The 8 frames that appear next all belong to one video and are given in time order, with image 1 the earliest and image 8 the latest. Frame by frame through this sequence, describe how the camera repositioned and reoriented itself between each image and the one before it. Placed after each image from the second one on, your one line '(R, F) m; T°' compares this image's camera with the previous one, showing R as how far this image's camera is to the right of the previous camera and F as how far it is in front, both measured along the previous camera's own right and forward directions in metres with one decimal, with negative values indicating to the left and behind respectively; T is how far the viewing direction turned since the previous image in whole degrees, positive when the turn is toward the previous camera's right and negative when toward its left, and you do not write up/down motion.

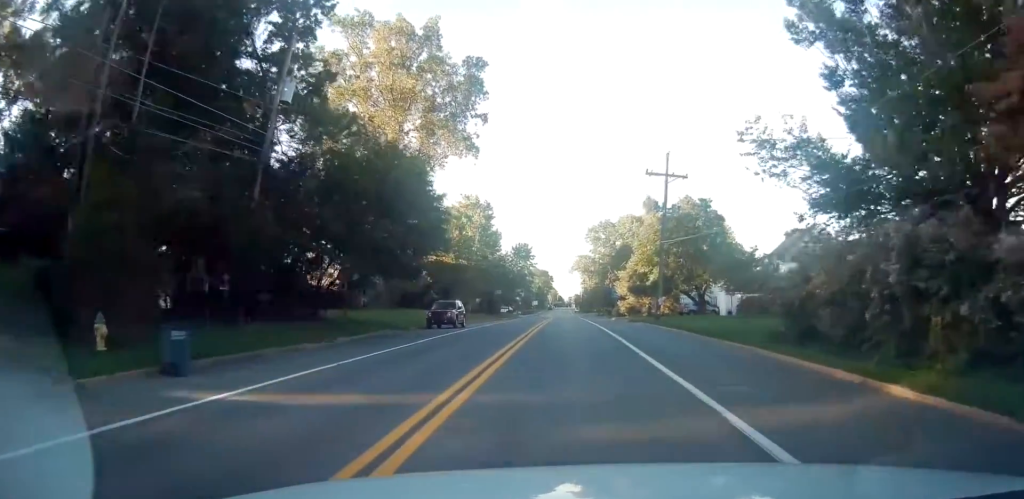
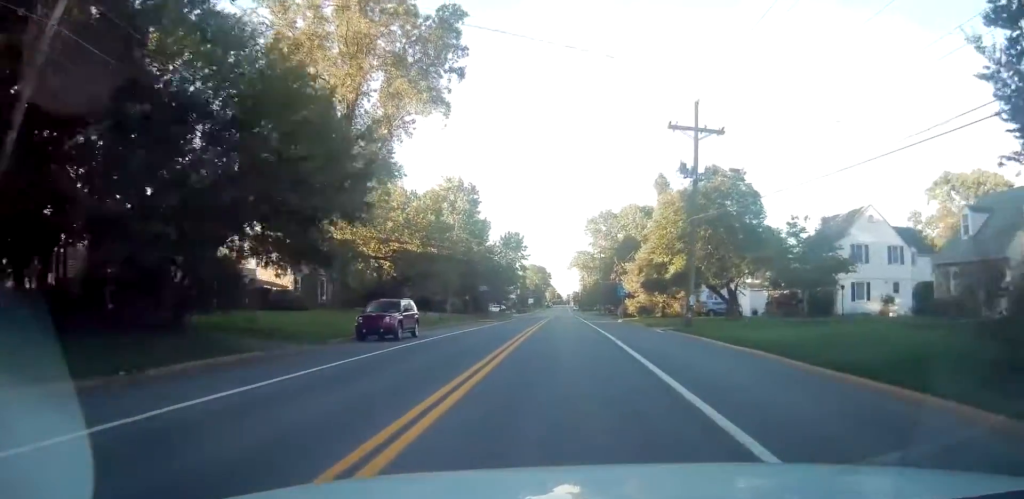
(+0.3, +11.0) m; +1°
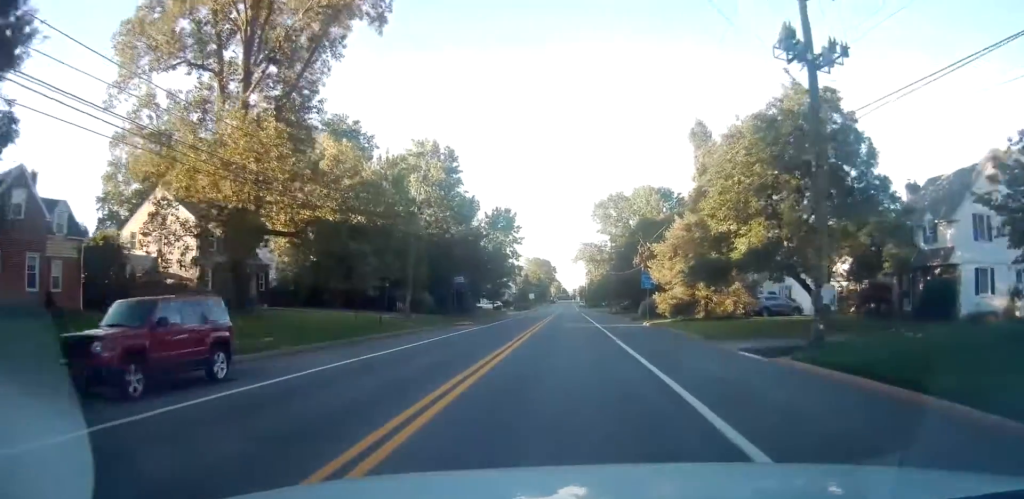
(+0.1, +16.4) m; 0°
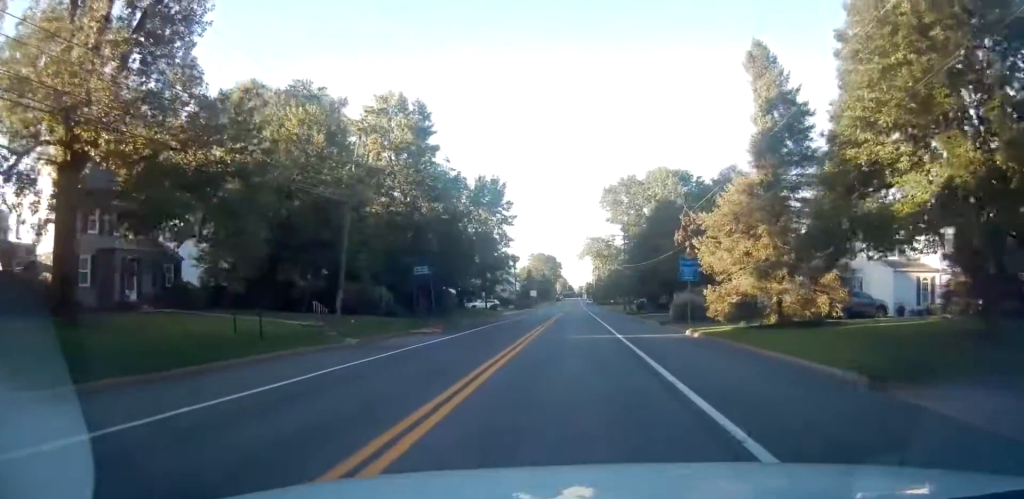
(-0.1, +13.1) m; -1°
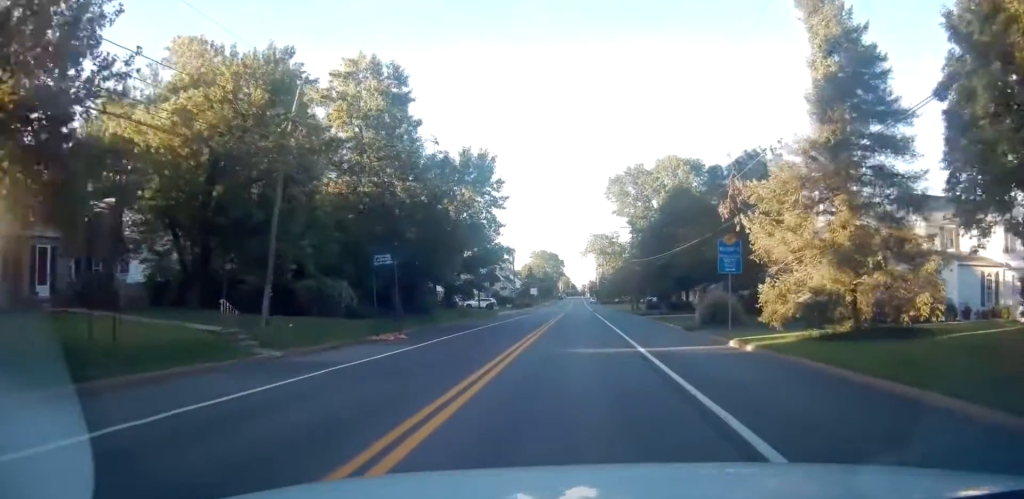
(0.0, +6.9) m; 0°
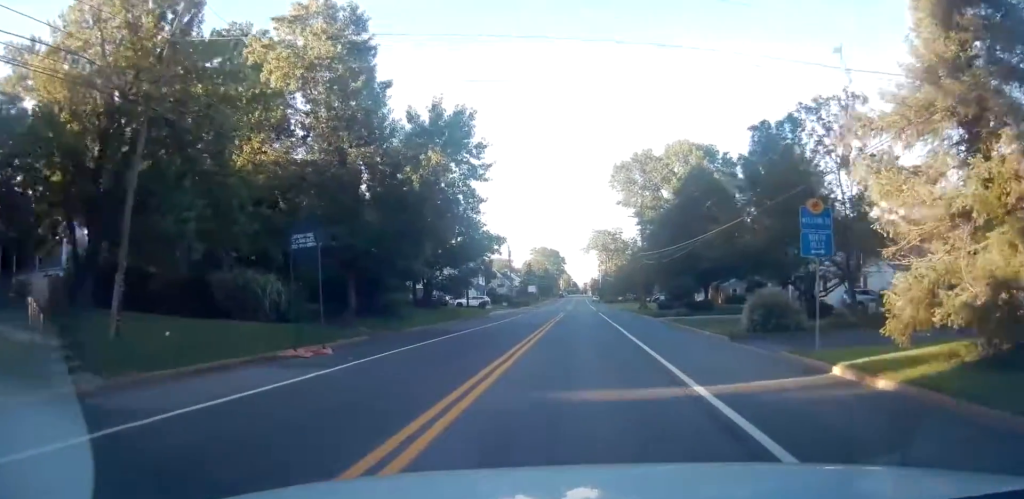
(0.0, +8.2) m; 0°
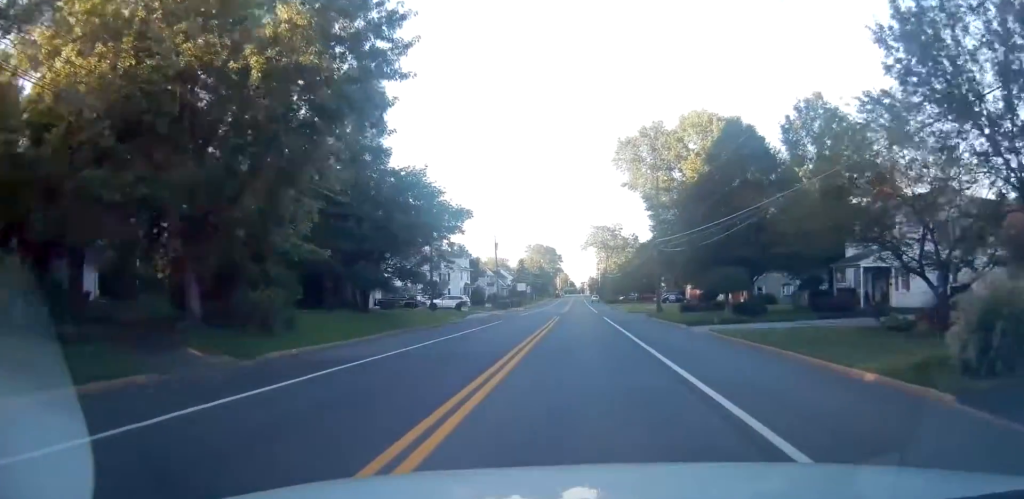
(0.0, +13.3) m; 0°
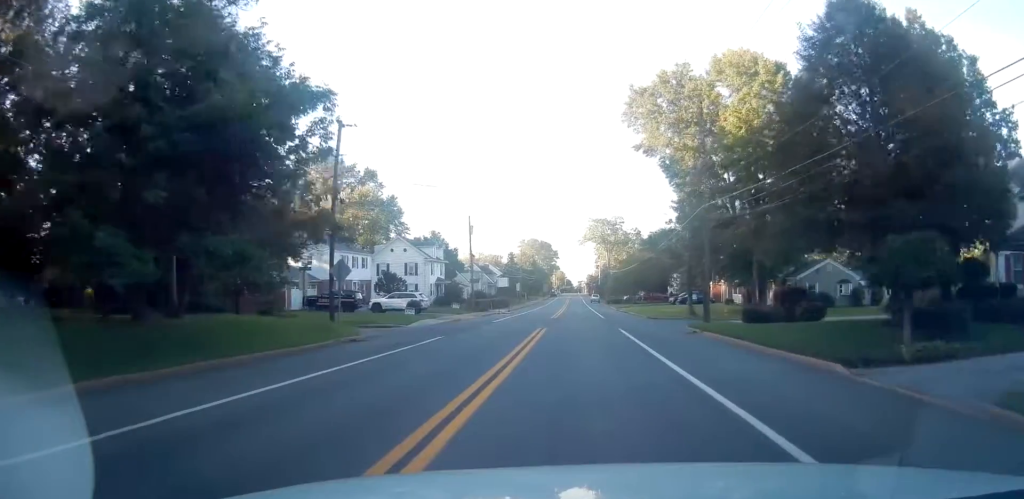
(0.0, +17.7) m; 0°
